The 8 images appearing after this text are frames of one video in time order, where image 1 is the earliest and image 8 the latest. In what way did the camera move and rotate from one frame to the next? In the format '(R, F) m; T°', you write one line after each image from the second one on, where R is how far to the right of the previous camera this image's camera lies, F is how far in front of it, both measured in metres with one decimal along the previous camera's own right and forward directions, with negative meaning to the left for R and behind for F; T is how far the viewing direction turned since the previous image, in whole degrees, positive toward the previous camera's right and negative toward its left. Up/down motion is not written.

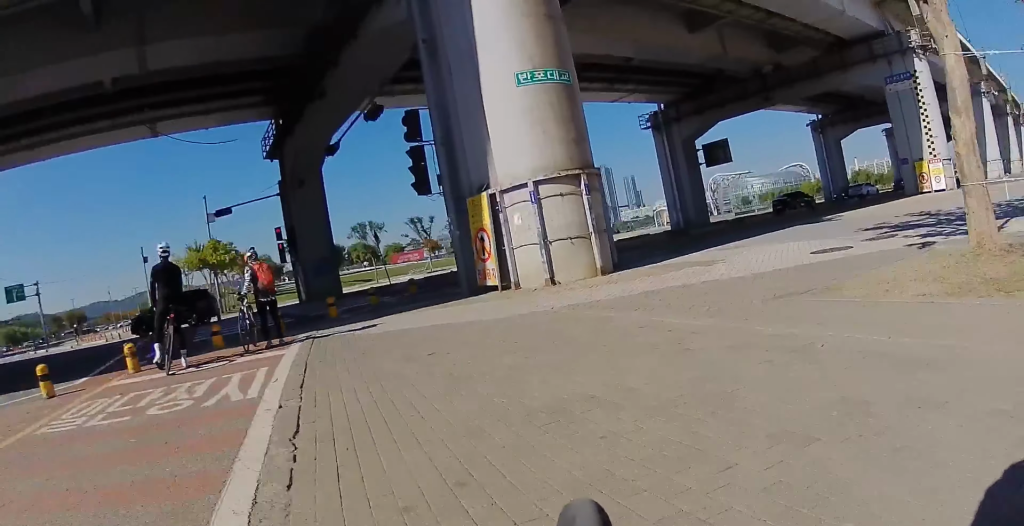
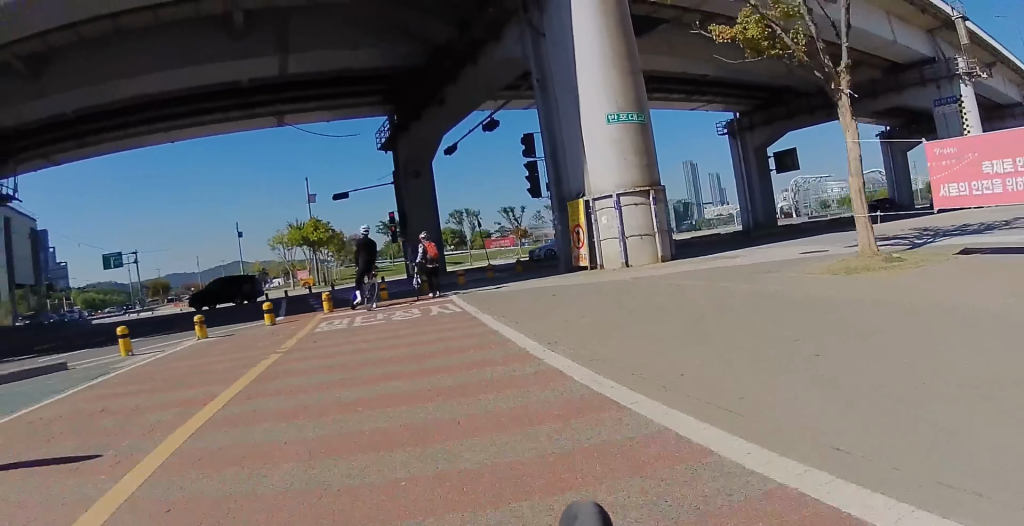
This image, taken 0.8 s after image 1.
(-1.7, +4.0) m; -23°
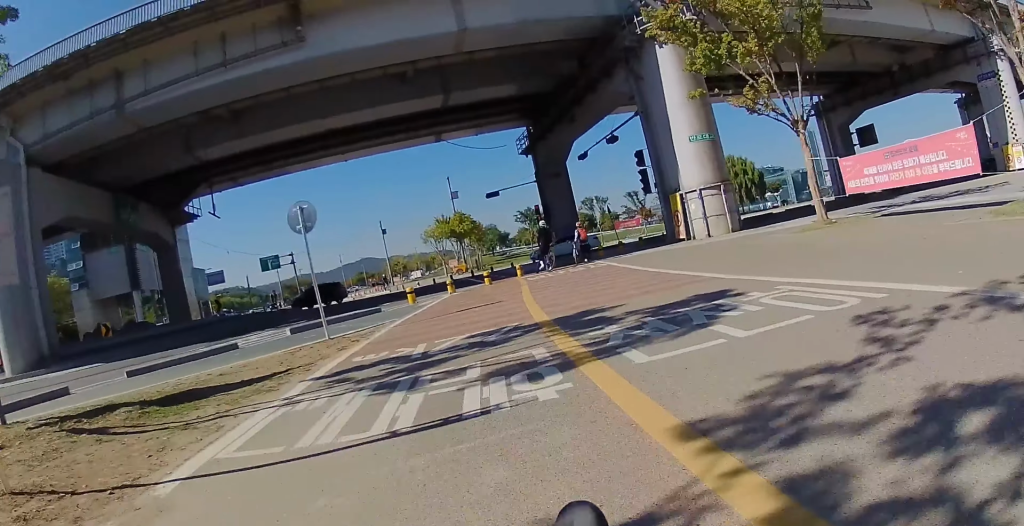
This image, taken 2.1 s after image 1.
(0.0, +8.6) m; +2°
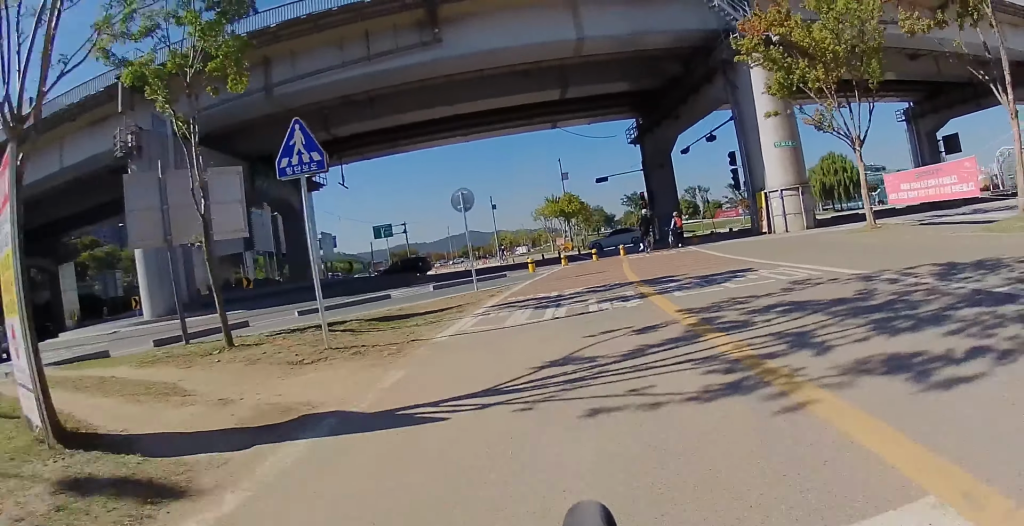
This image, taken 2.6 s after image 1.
(-0.1, +3.7) m; +2°
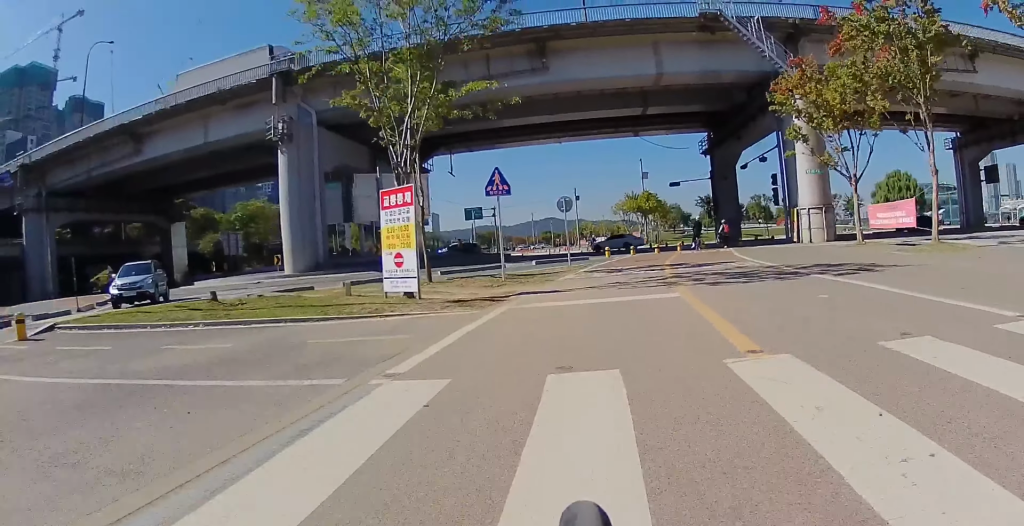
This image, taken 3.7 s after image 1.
(+0.4, +6.8) m; +3°
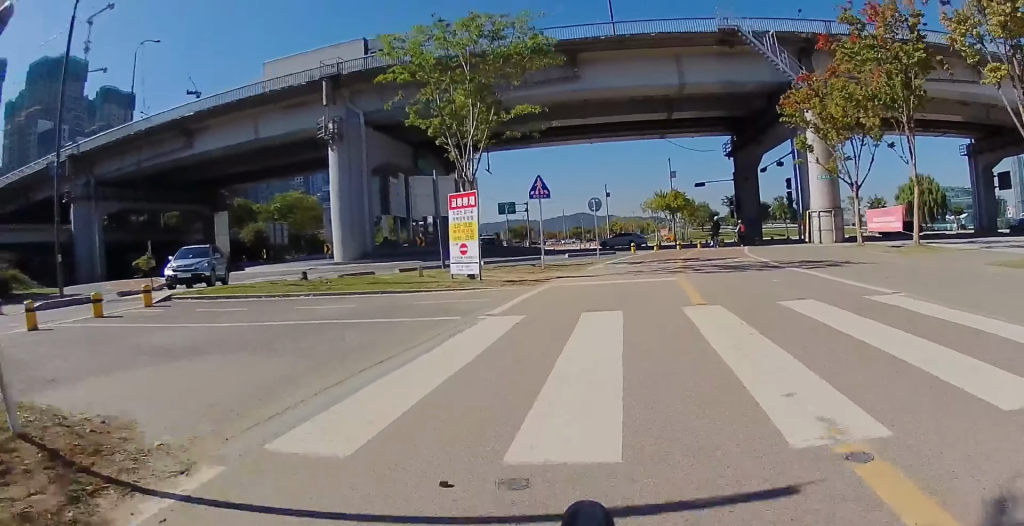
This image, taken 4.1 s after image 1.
(0.0, +2.7) m; -2°
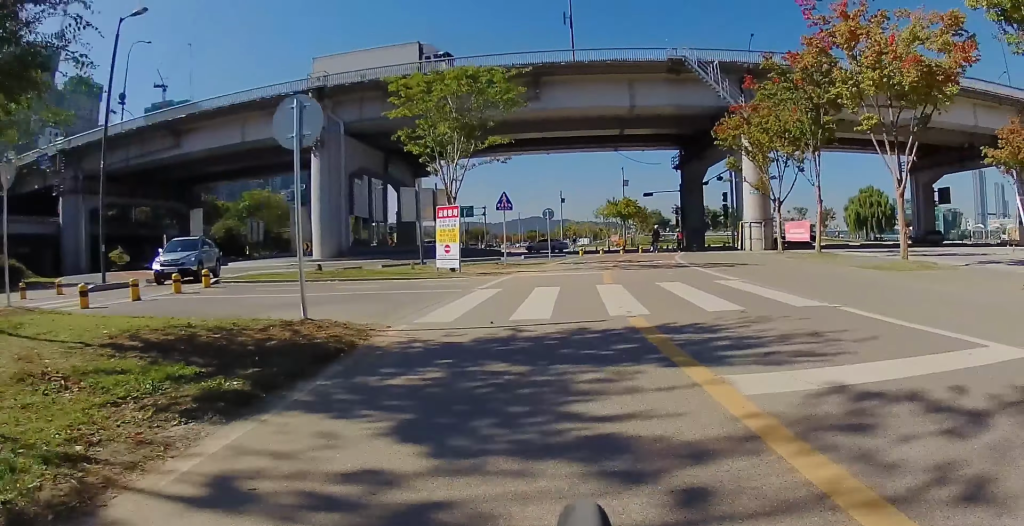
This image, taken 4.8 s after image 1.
(0.0, +4.0) m; -4°
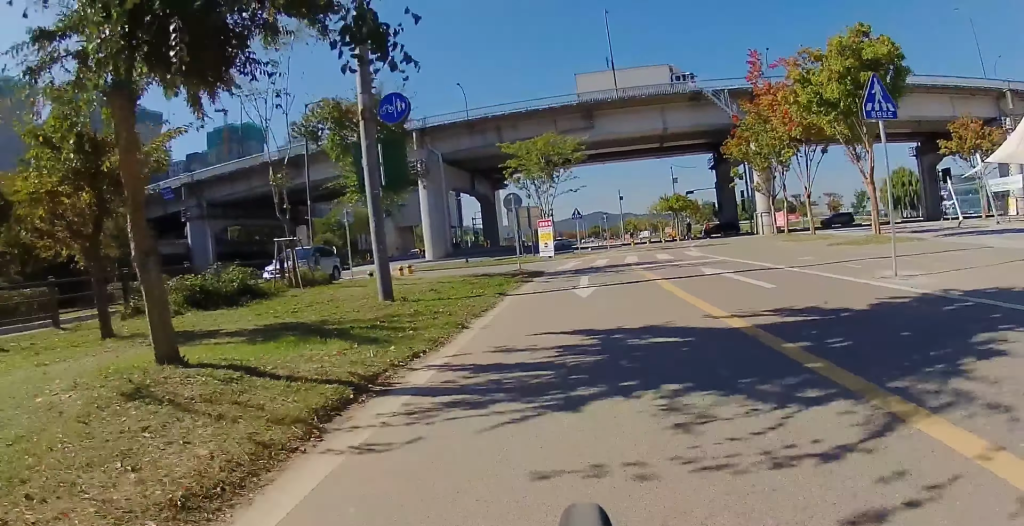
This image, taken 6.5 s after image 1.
(-1.6, +10.5) m; -18°
